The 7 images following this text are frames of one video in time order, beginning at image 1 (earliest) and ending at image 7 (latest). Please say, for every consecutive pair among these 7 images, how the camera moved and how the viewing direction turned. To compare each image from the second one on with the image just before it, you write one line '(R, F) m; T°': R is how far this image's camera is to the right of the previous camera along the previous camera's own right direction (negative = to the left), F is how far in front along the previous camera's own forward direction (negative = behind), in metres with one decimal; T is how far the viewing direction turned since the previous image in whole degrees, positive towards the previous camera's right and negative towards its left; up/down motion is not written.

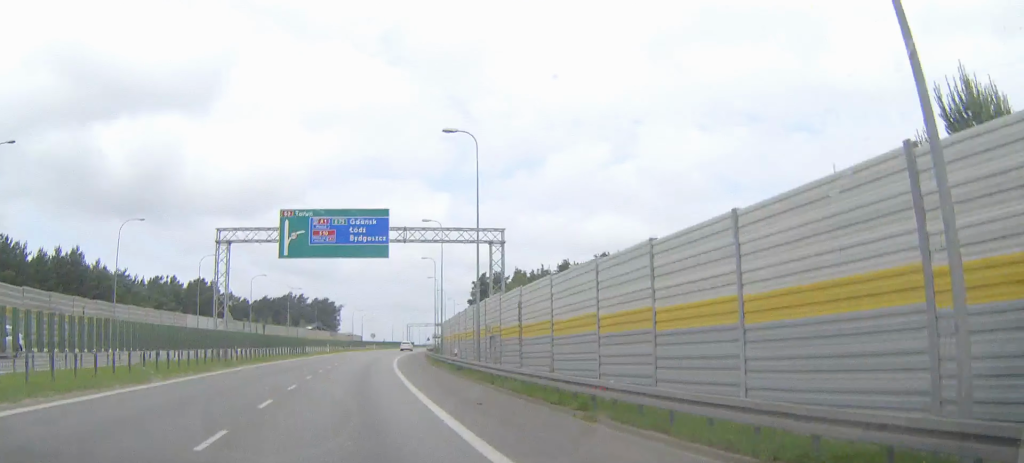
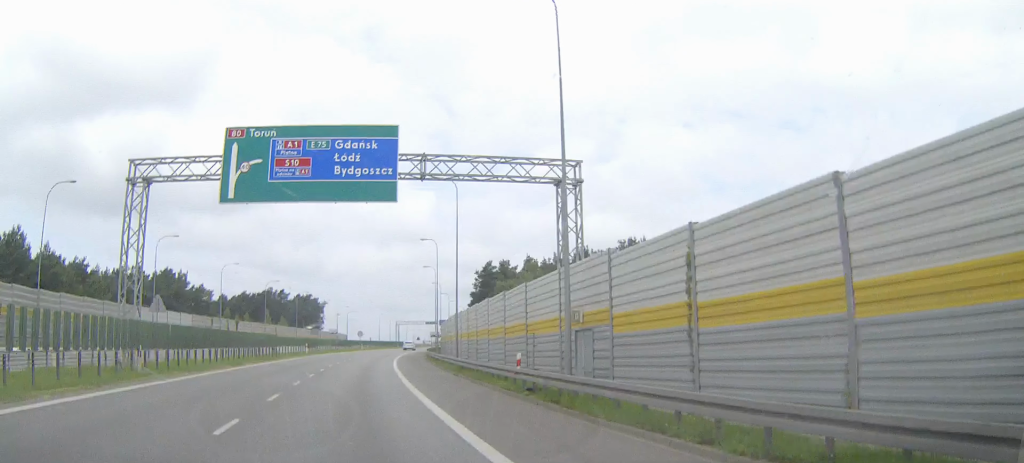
(+0.2, +17.0) m; +1°
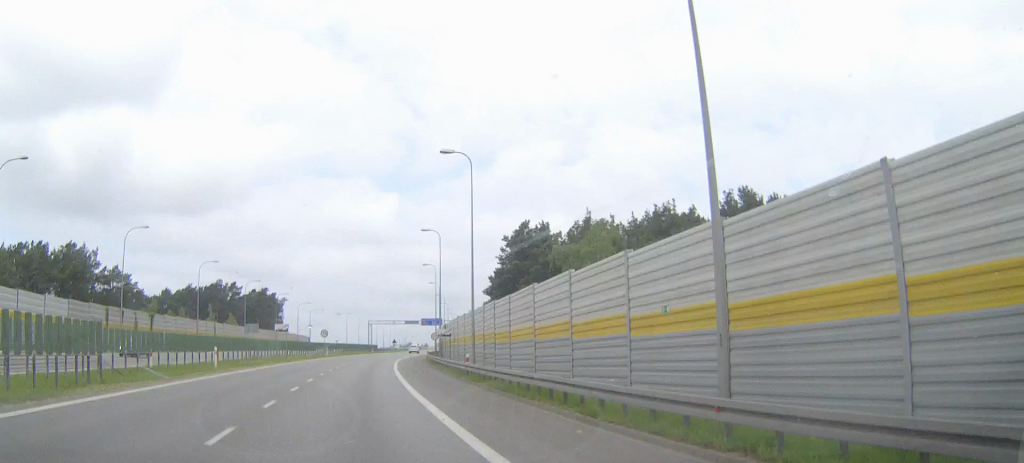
(+1.0, +37.1) m; +3°
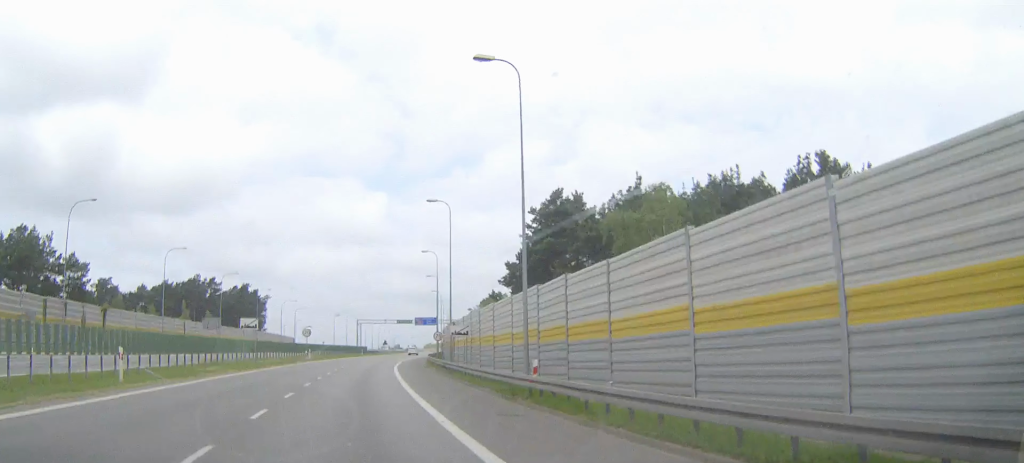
(+0.2, +14.2) m; +1°
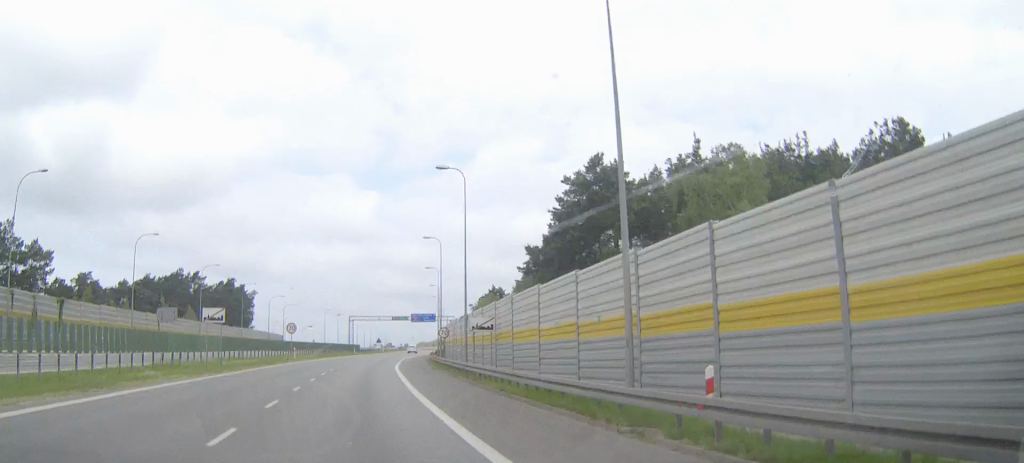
(+0.1, +9.7) m; +1°
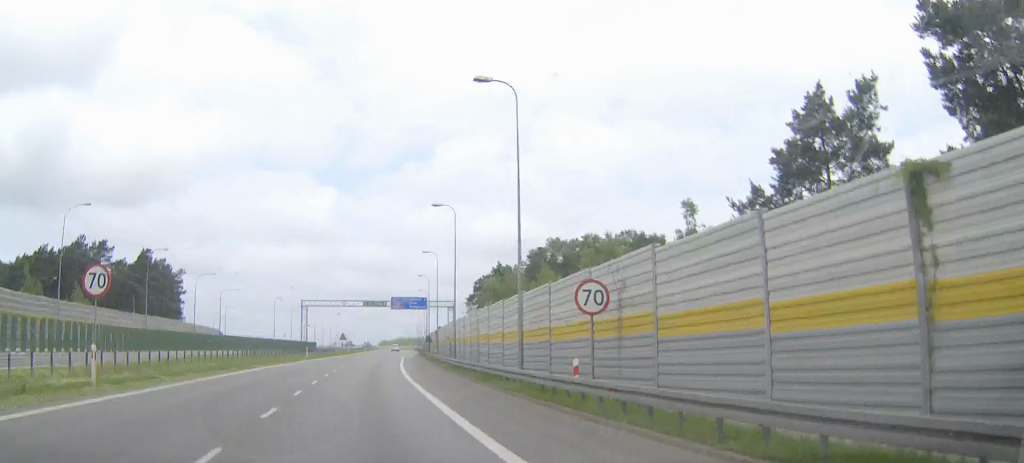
(+1.1, +43.6) m; +3°
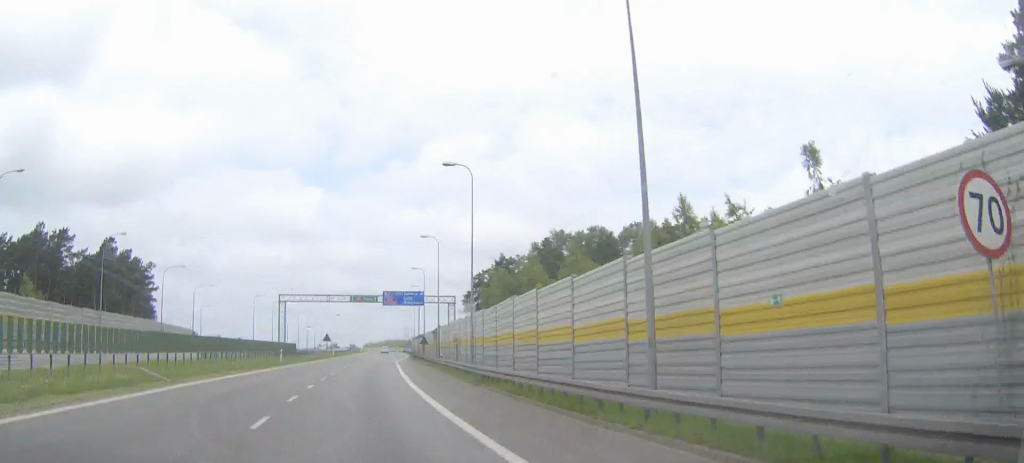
(+0.1, +12.5) m; +1°
